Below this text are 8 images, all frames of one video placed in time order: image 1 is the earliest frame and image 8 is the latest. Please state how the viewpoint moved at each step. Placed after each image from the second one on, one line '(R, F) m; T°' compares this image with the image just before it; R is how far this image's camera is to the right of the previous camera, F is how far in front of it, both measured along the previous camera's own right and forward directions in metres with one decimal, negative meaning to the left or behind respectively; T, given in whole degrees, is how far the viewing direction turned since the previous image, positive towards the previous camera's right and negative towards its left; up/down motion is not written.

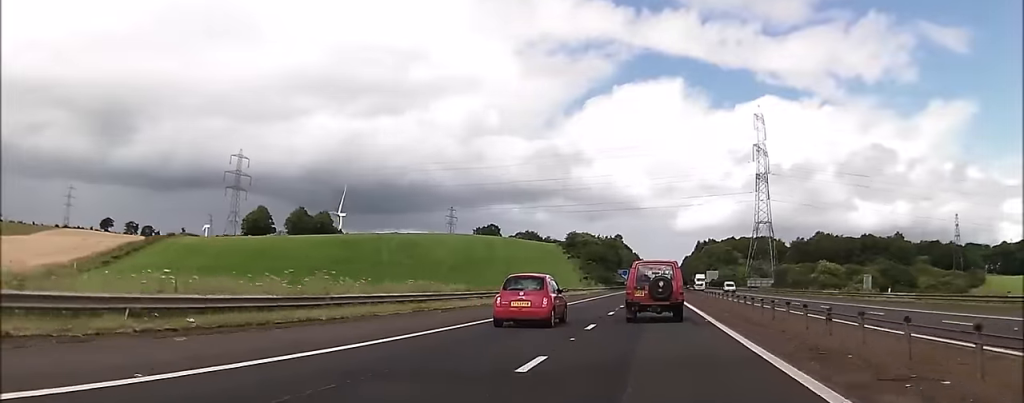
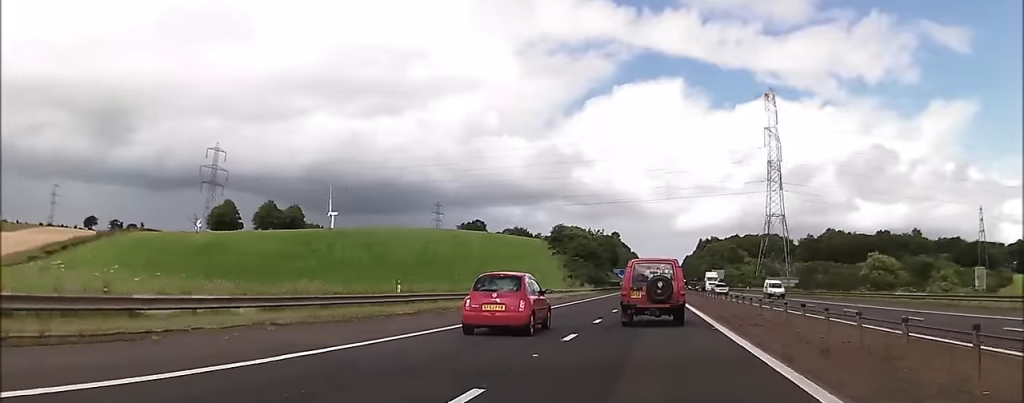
(0.0, +22.2) m; 0°
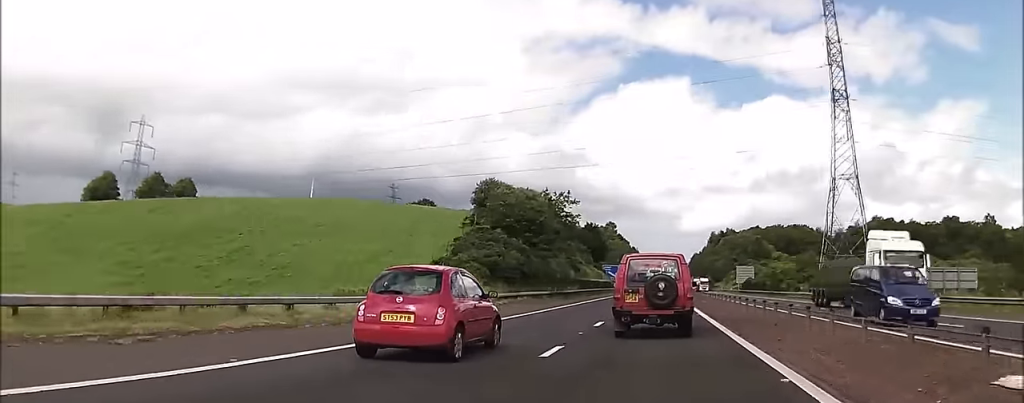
(0.0, +64.6) m; 0°
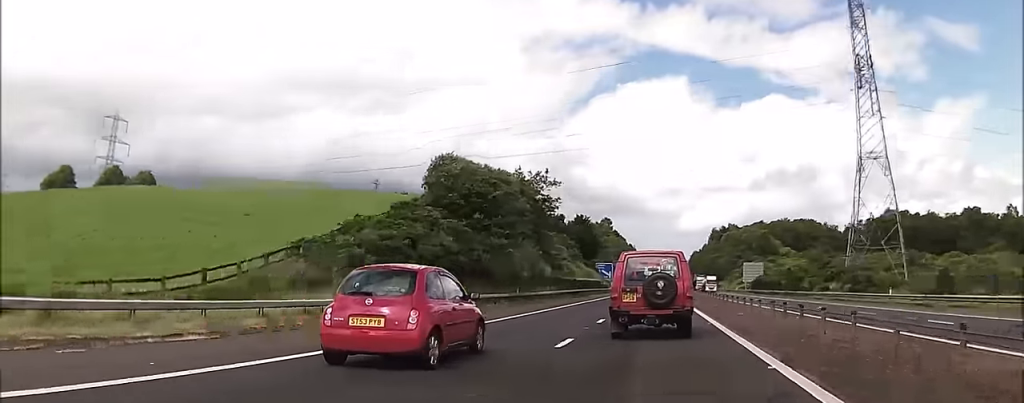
(+0.1, +16.6) m; 0°
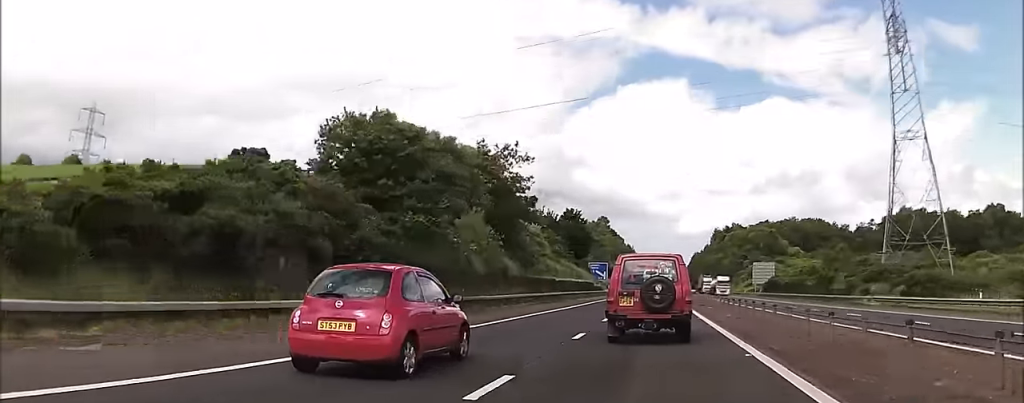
(-0.1, +15.3) m; 0°
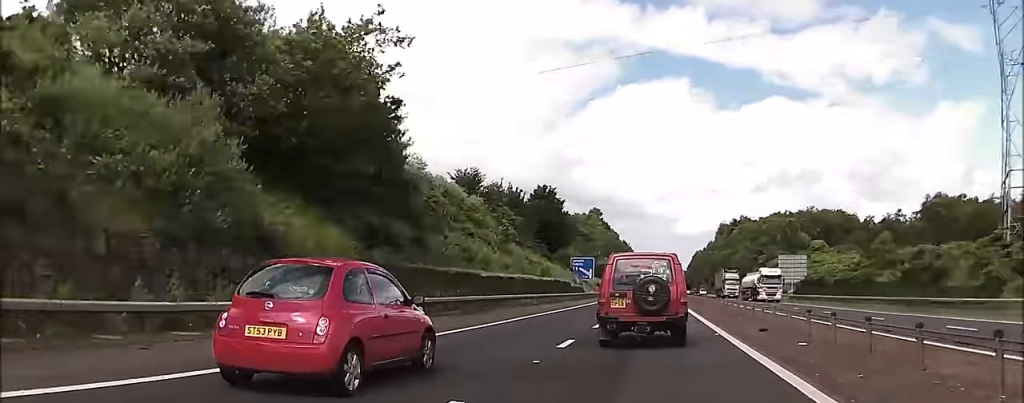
(0.0, +29.3) m; 0°
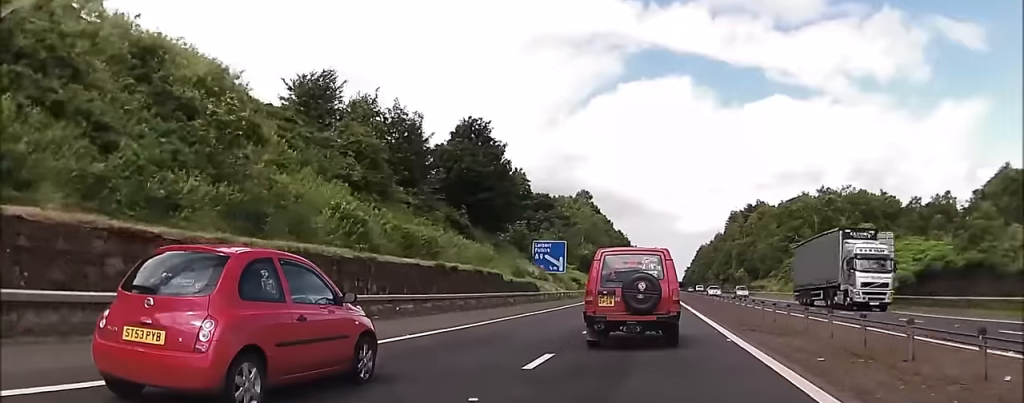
(-0.2, +37.9) m; -1°
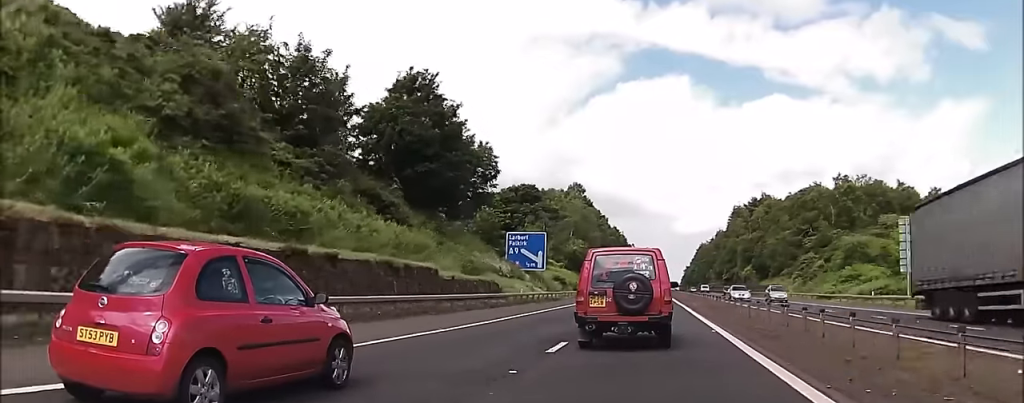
(-0.1, +13.9) m; 0°
